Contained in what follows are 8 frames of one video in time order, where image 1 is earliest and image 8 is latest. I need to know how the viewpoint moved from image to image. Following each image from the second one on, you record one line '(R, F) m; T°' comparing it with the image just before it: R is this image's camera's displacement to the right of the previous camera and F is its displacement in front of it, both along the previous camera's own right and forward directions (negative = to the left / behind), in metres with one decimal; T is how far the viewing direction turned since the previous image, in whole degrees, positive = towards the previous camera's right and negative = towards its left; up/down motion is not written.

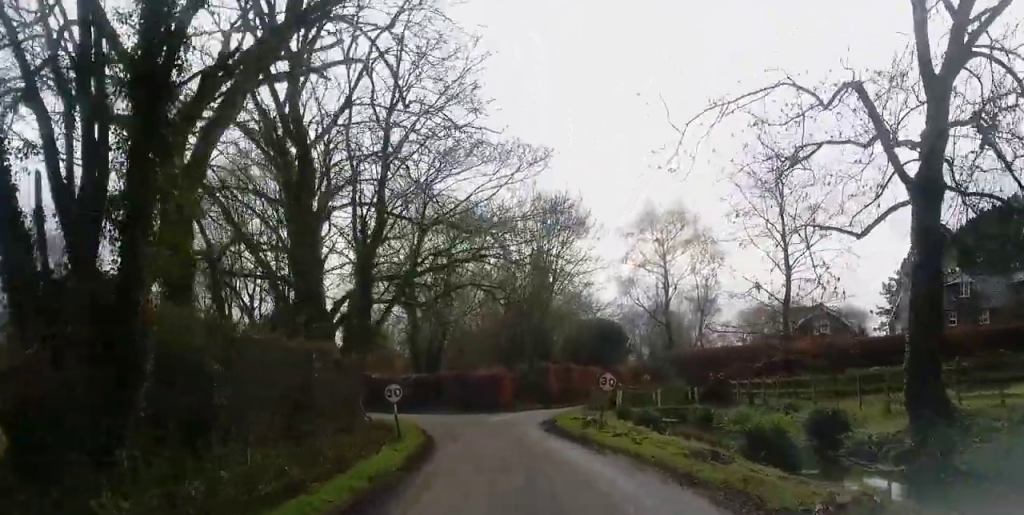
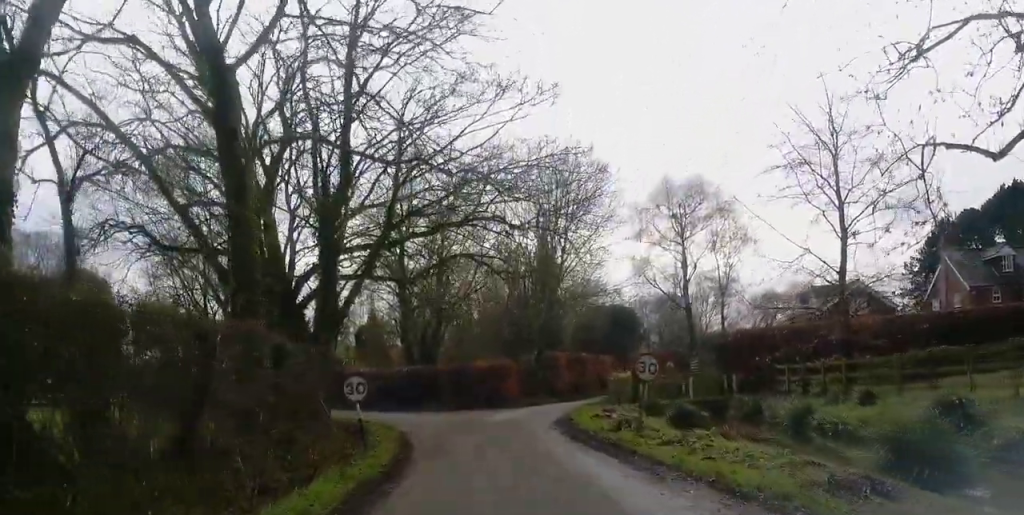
(+0.2, +5.3) m; -2°
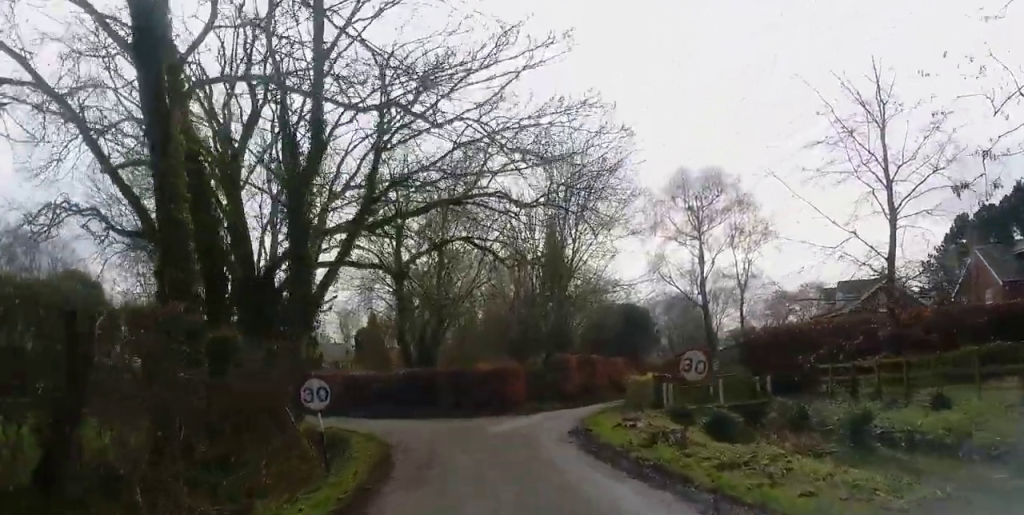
(-0.3, +3.3) m; -1°
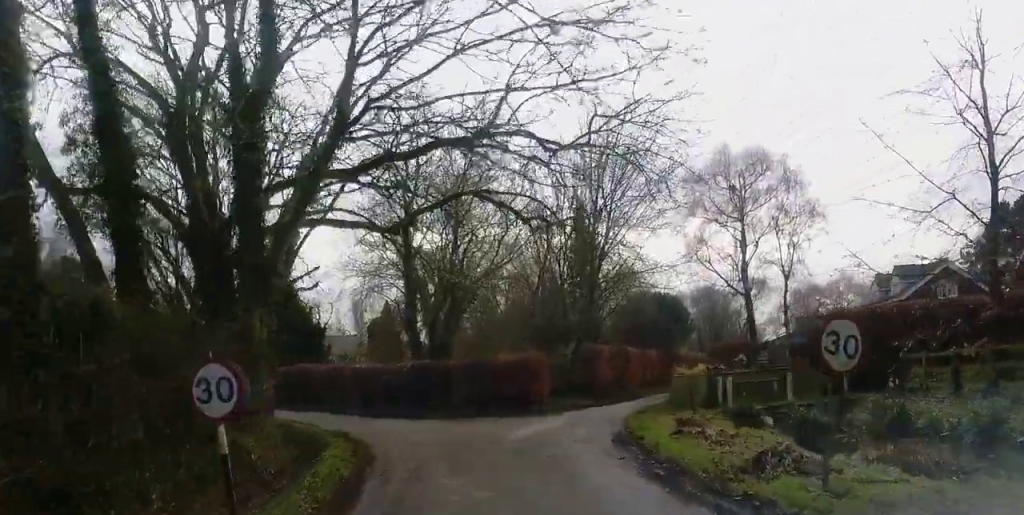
(-0.2, +4.7) m; -1°
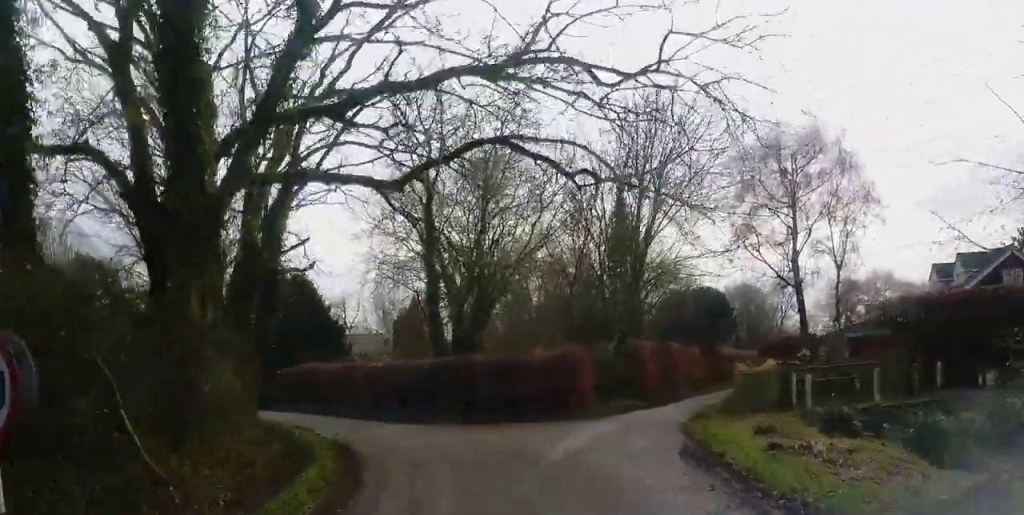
(+0.1, +4.0) m; +1°
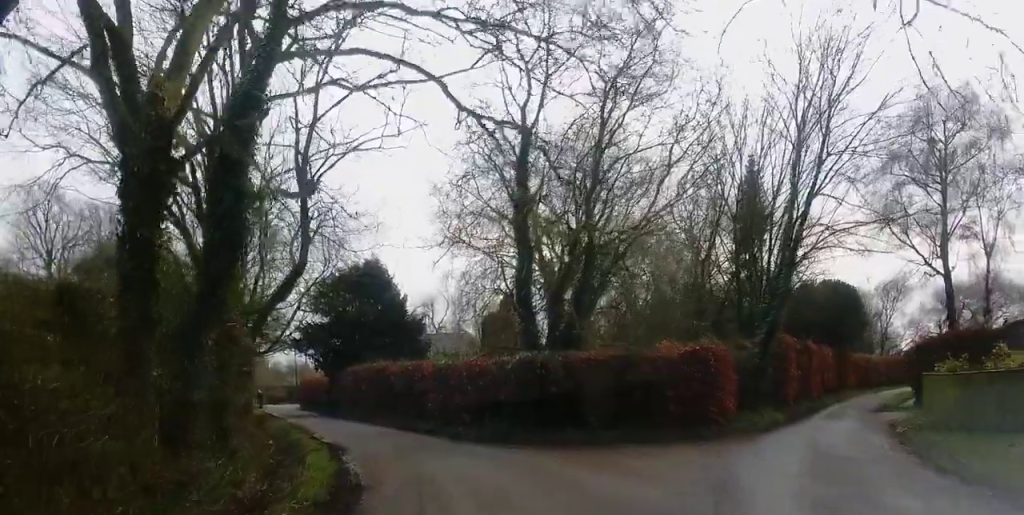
(+0.1, +7.8) m; -4°
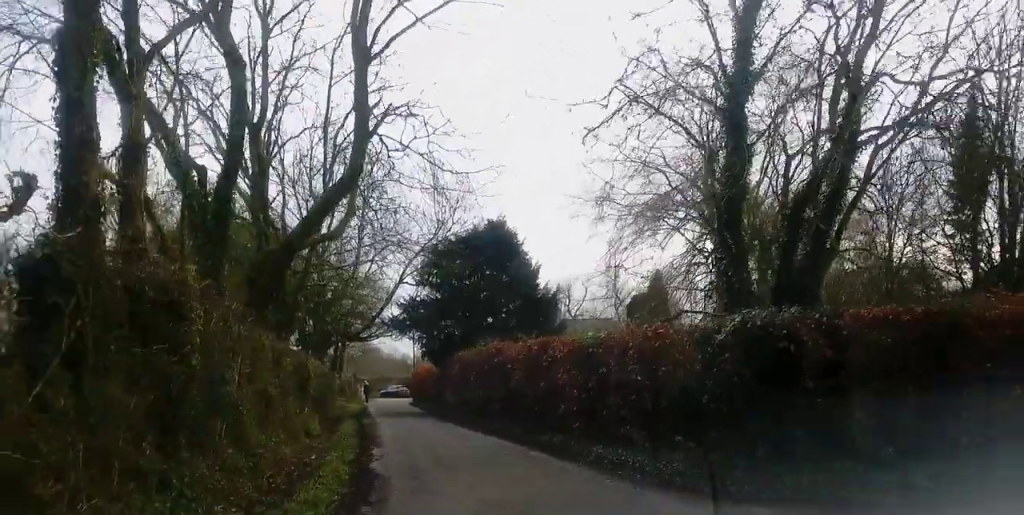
(-1.0, +9.4) m; -13°
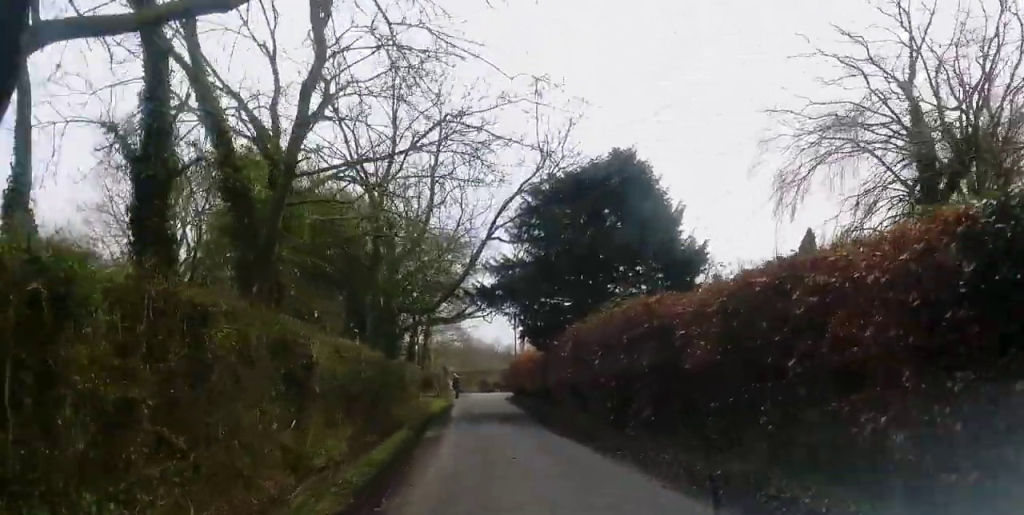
(-0.8, +10.5) m; -4°
